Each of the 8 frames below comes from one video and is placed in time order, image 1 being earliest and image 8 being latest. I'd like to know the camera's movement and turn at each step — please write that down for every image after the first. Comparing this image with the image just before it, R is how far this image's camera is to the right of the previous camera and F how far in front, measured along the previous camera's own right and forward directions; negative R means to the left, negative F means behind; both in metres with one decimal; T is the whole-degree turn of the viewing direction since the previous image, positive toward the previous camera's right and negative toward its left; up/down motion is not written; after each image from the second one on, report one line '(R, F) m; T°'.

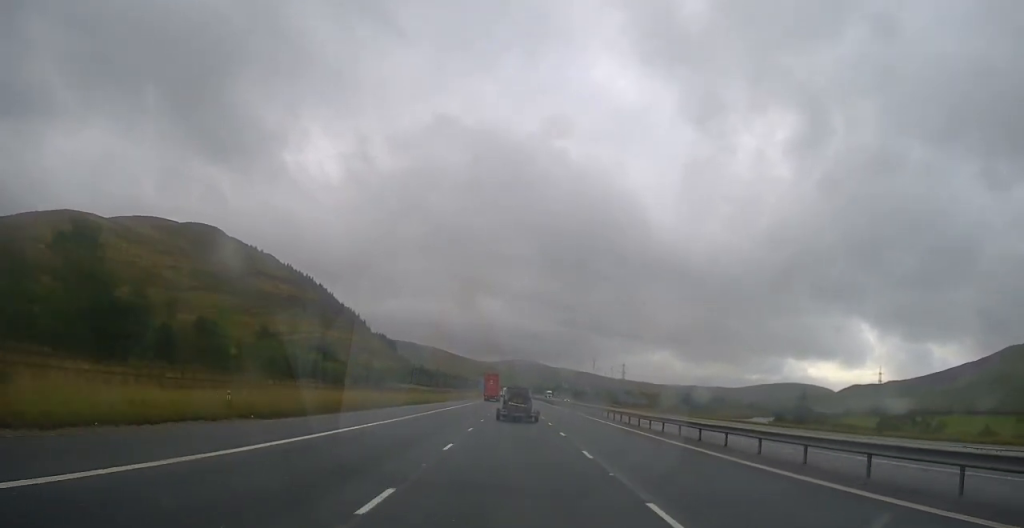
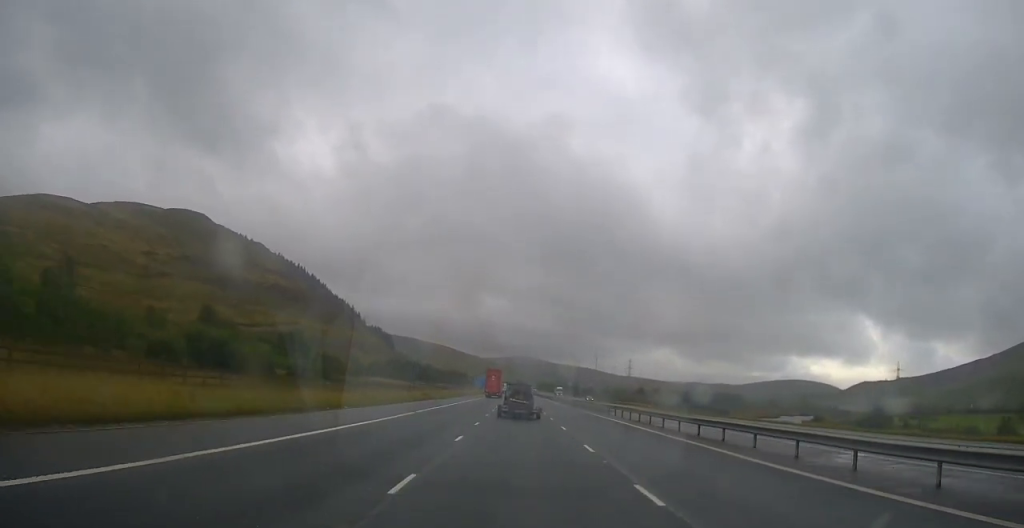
(-0.1, +34.4) m; 0°
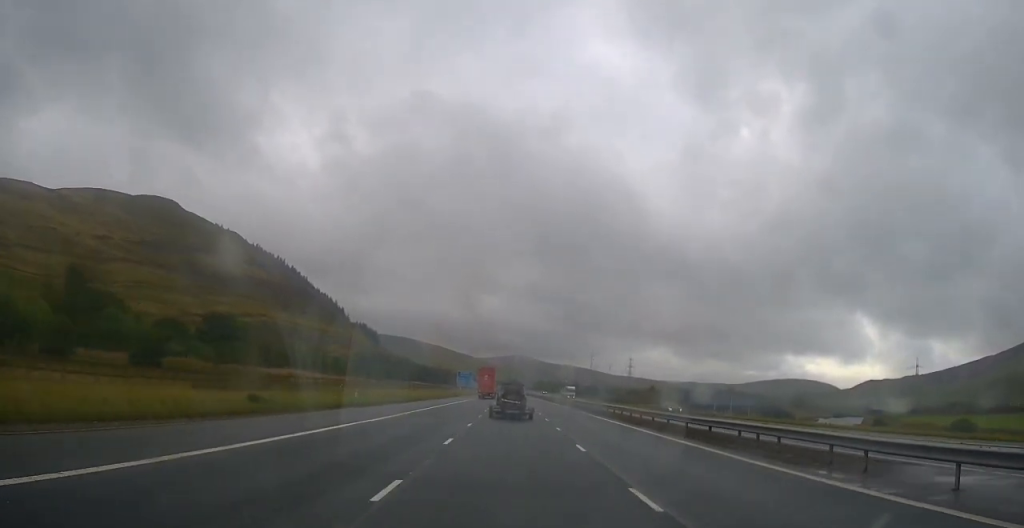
(-0.2, +45.9) m; 0°
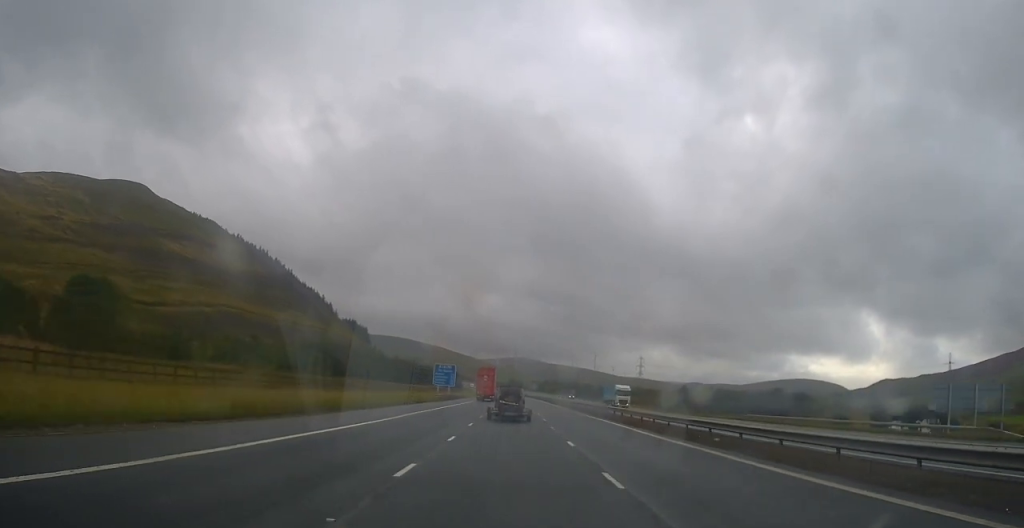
(+0.3, +52.1) m; 0°
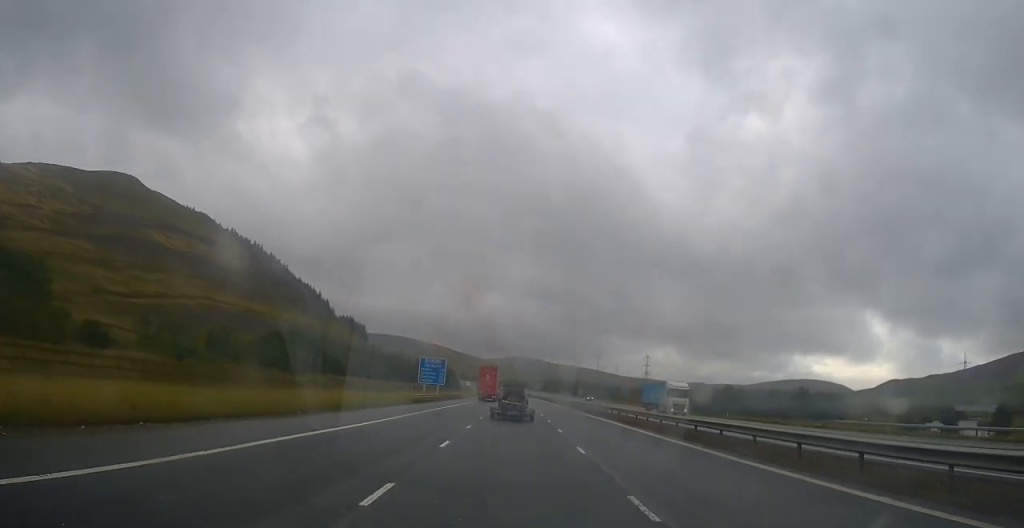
(-0.1, +20.1) m; 0°
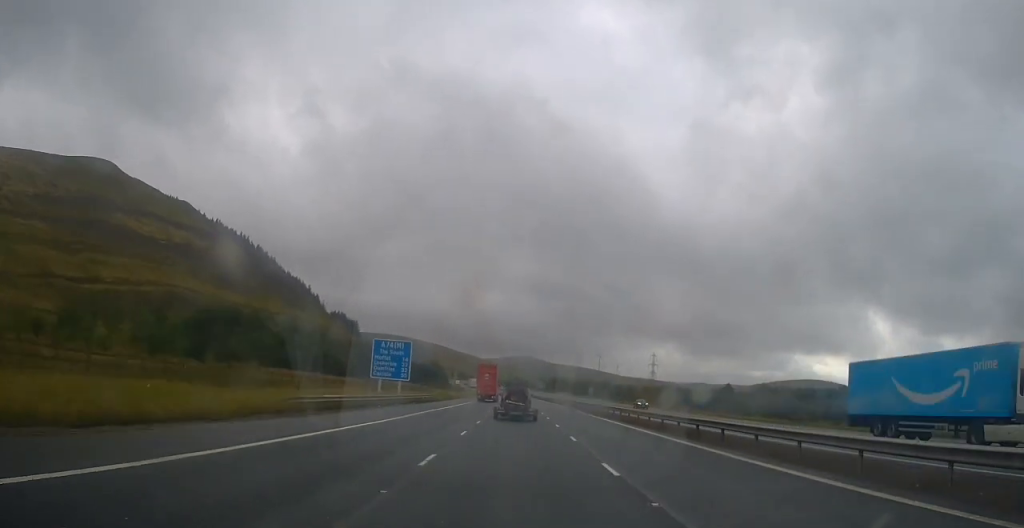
(-0.1, +31.7) m; 0°
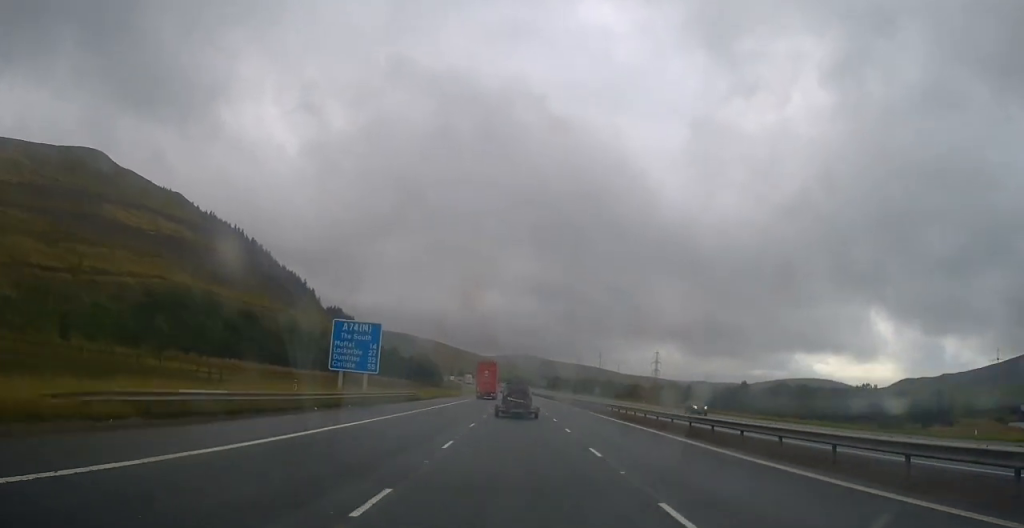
(0.0, +14.4) m; 0°
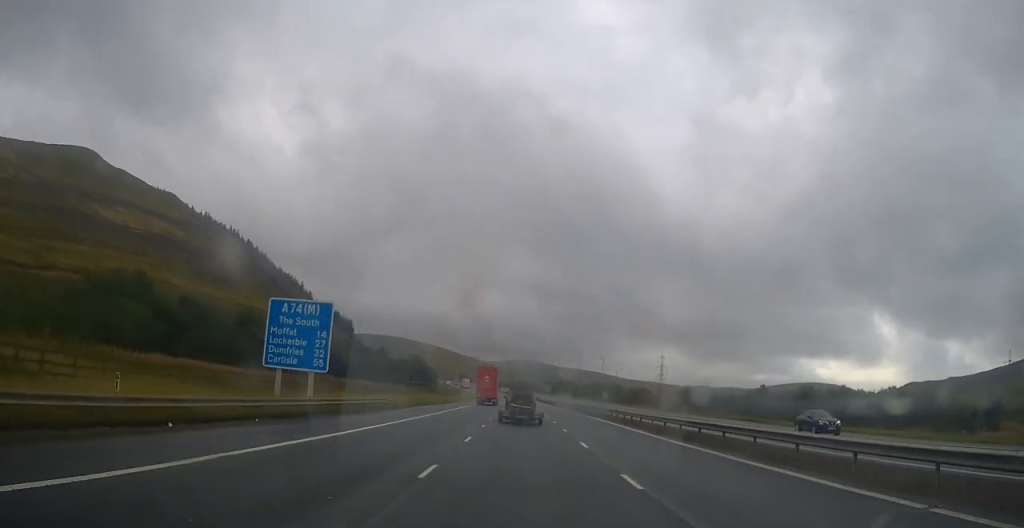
(+0.1, +13.4) m; 0°
